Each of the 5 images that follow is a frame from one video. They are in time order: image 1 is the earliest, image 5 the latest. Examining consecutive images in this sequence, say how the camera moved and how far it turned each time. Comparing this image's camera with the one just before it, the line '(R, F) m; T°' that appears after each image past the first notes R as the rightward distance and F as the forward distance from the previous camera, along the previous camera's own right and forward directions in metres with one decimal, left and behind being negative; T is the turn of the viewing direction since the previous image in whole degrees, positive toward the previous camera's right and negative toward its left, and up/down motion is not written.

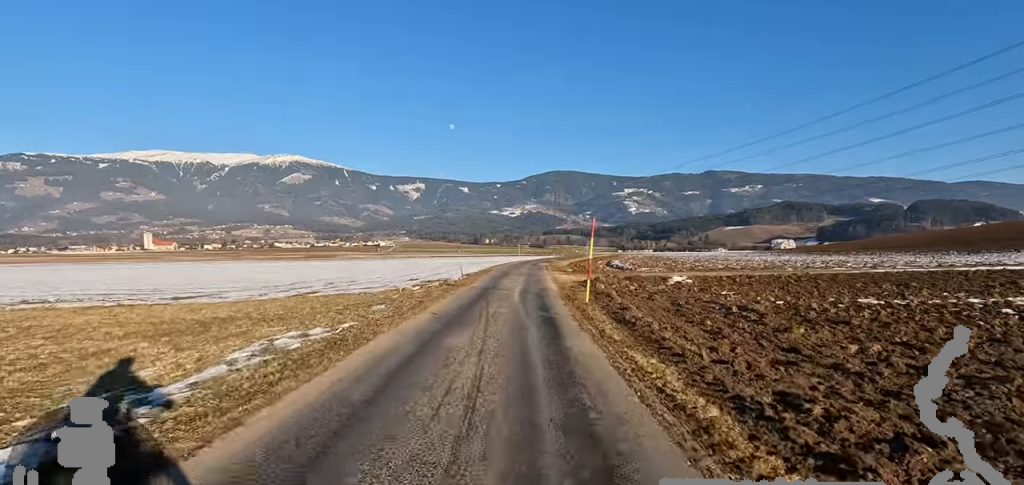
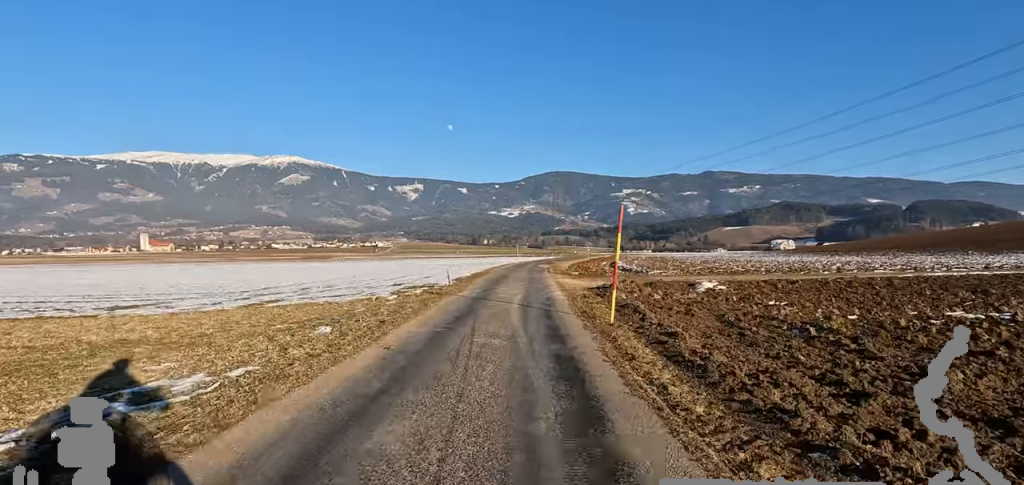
(+0.7, +3.6) m; -2°
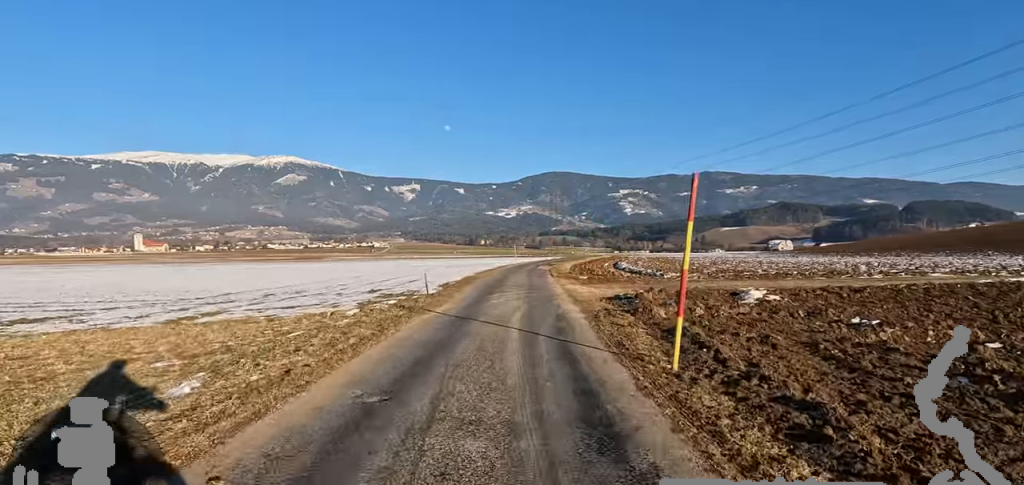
(-0.8, +3.8) m; -1°
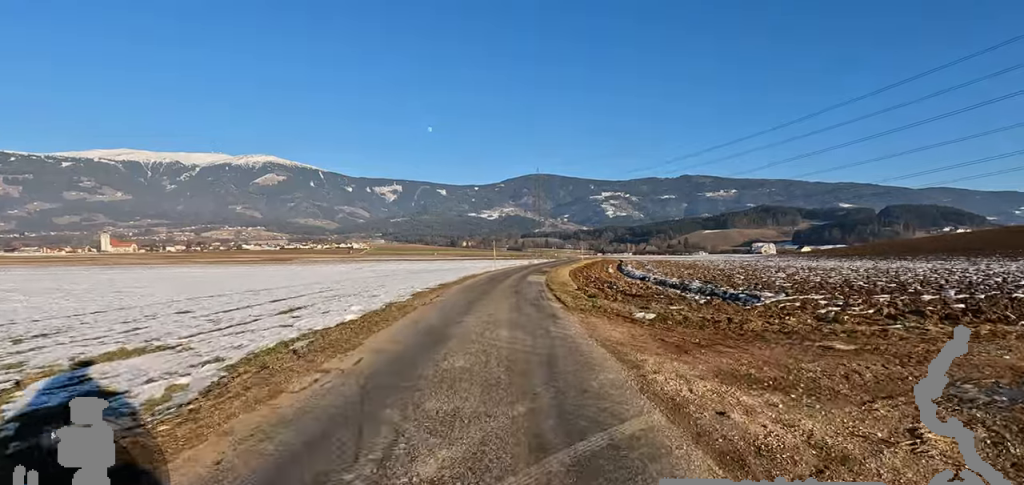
(+1.5, +12.9) m; 0°
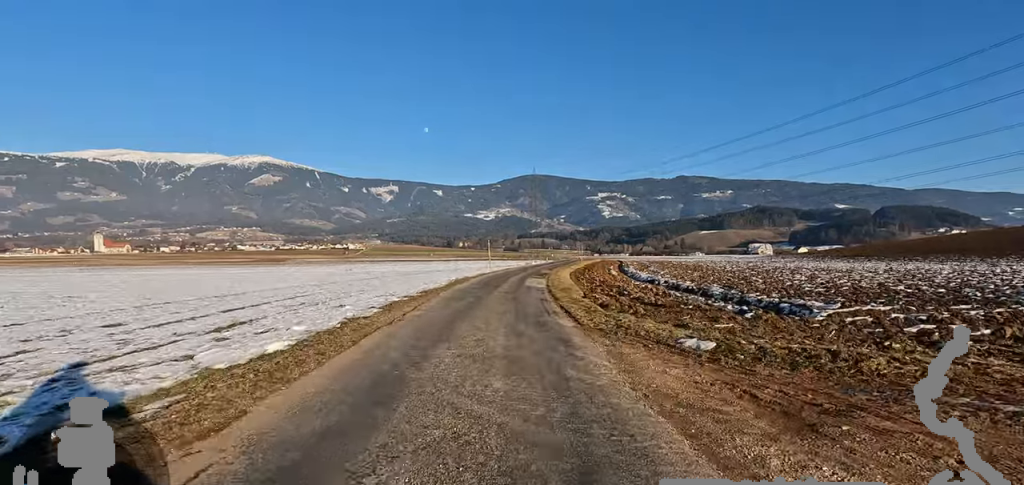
(-0.1, +2.8) m; +5°
